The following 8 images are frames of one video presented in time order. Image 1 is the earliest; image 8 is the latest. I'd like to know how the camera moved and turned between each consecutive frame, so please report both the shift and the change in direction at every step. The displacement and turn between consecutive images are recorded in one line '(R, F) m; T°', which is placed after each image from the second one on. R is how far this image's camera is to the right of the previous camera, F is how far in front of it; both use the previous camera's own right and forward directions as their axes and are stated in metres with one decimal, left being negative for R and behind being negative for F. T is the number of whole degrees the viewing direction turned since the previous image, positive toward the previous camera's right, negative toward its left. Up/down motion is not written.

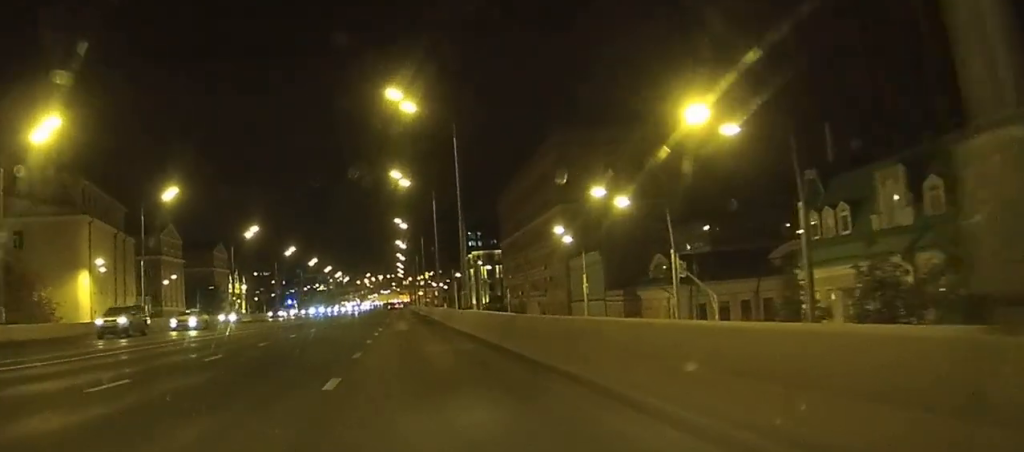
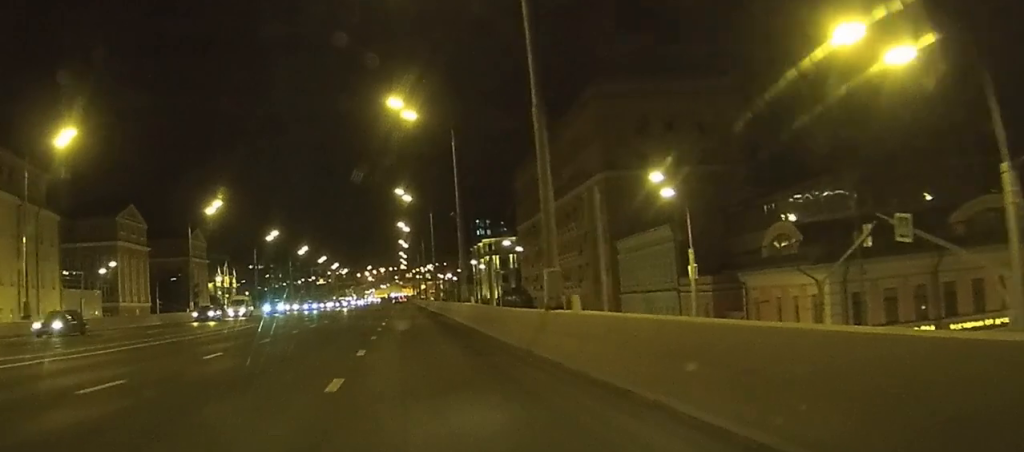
(-0.2, +24.0) m; -1°
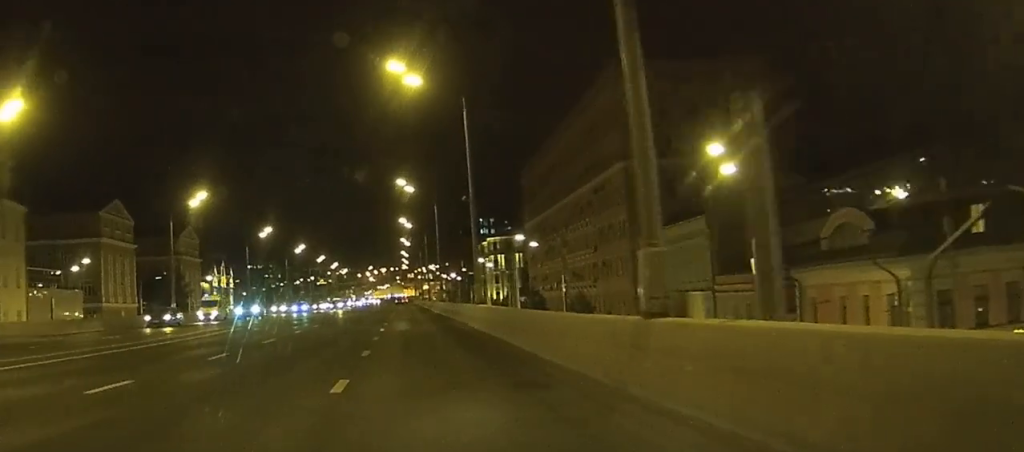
(0.0, +7.7) m; 0°
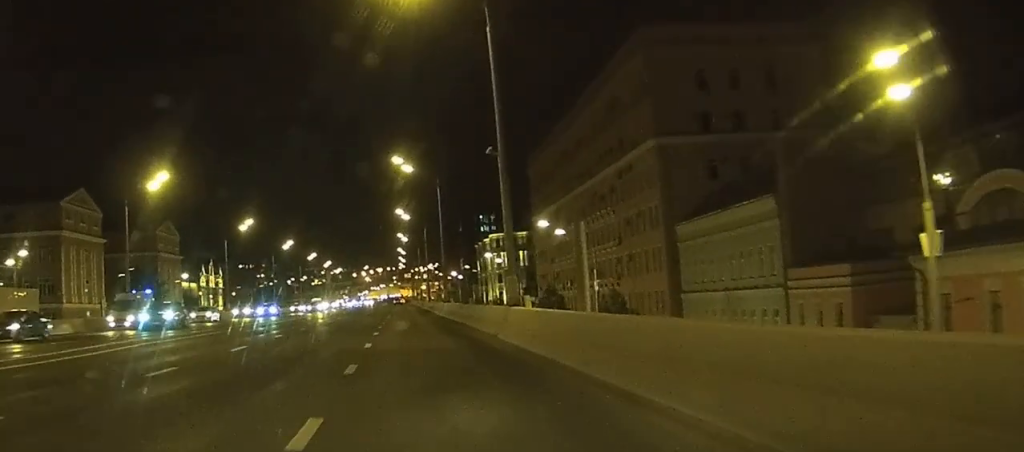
(0.0, +12.6) m; 0°
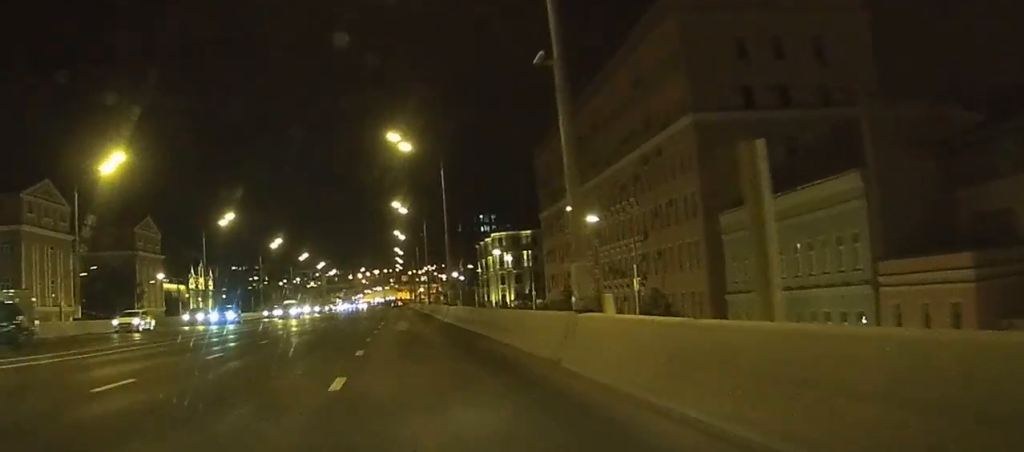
(0.0, +10.5) m; 0°
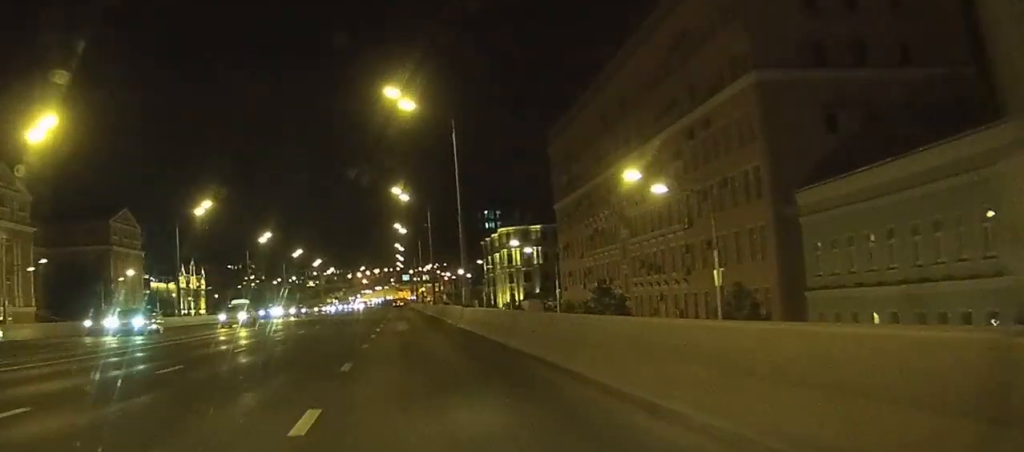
(0.0, +12.1) m; 0°
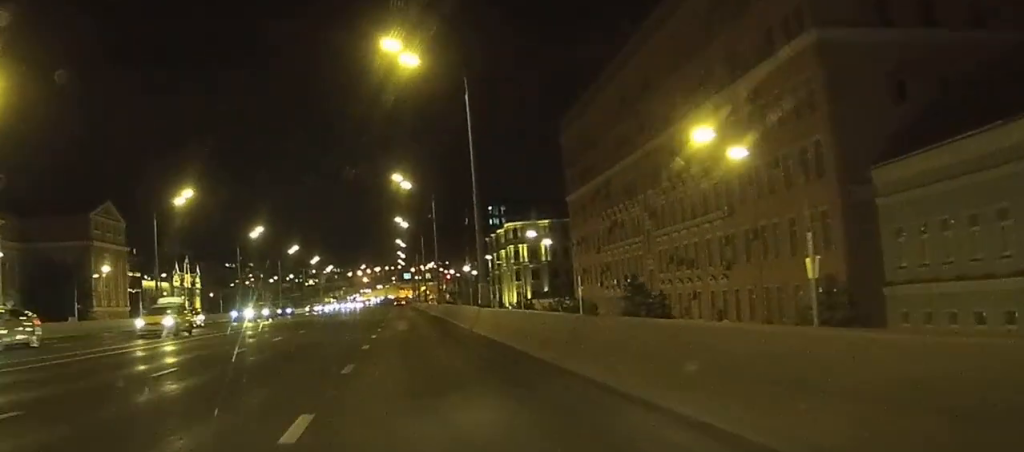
(0.0, +8.3) m; 0°
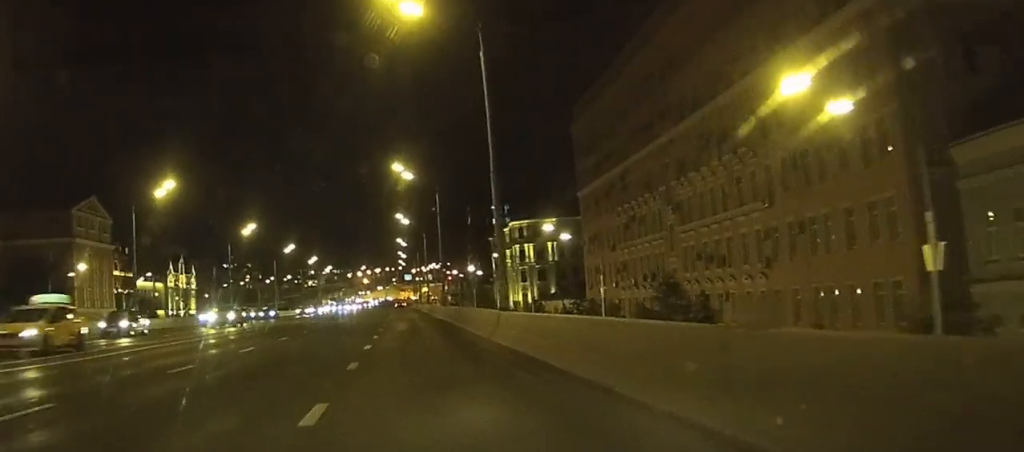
(0.0, +6.6) m; 0°
